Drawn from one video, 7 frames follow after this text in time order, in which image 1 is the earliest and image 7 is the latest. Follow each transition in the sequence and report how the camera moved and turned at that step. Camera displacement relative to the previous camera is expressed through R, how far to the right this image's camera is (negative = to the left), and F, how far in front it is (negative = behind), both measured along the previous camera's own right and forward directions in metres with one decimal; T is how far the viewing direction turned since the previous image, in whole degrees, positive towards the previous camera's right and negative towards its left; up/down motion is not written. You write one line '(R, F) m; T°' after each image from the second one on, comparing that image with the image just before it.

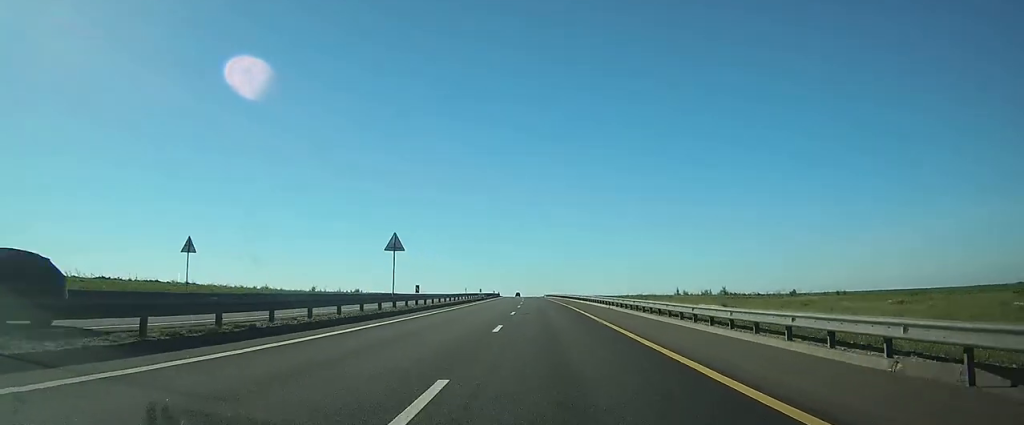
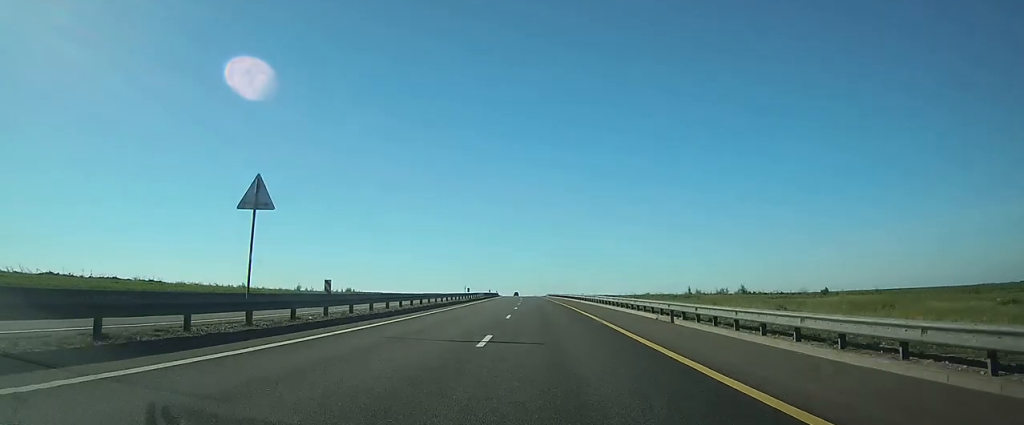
(-0.1, +16.5) m; 0°
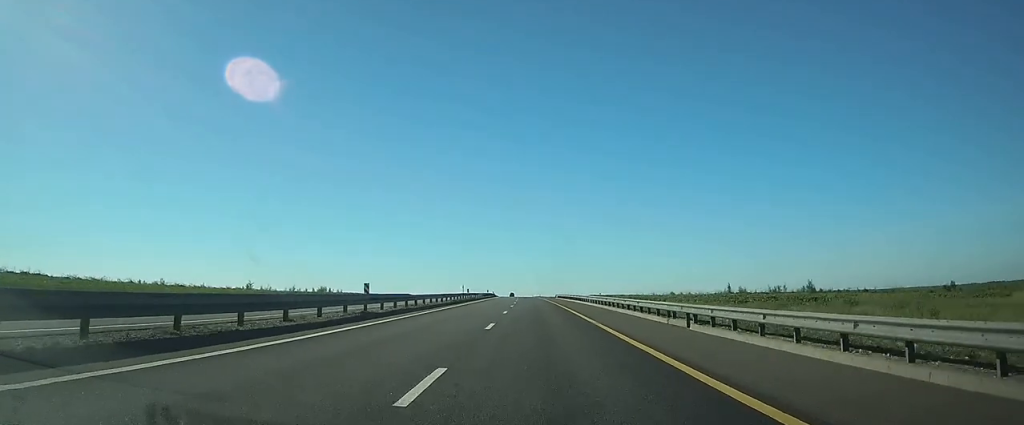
(-0.2, +42.5) m; 0°
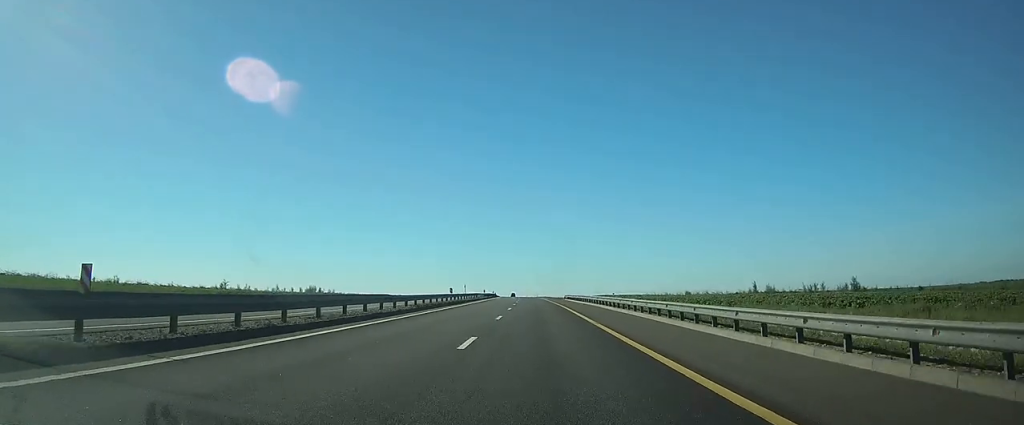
(0.0, +18.2) m; 0°
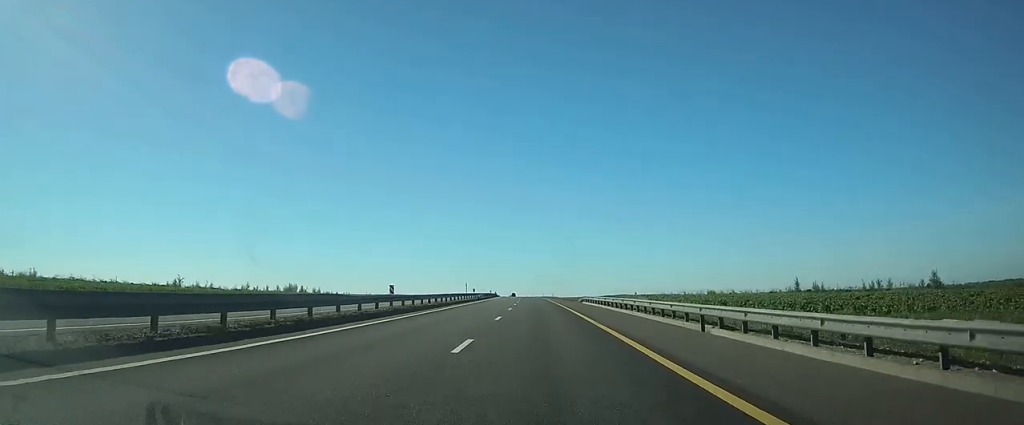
(0.0, +24.8) m; -1°
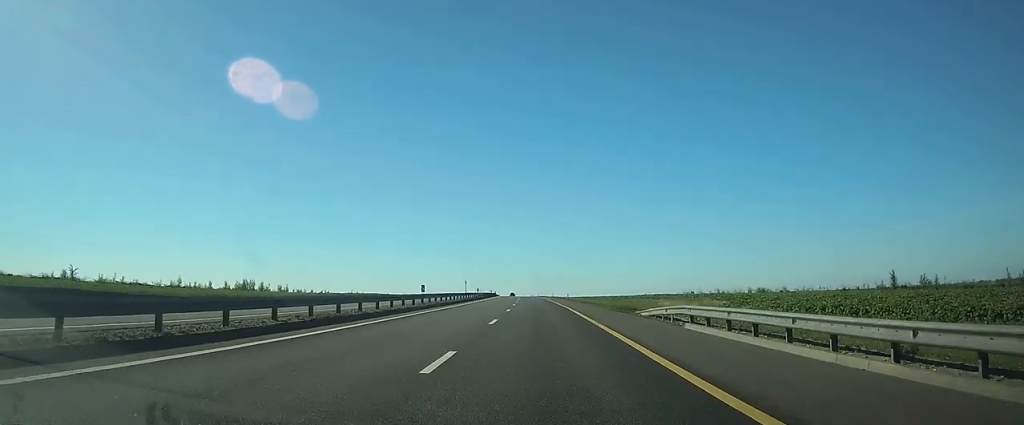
(-0.5, +38.8) m; -1°
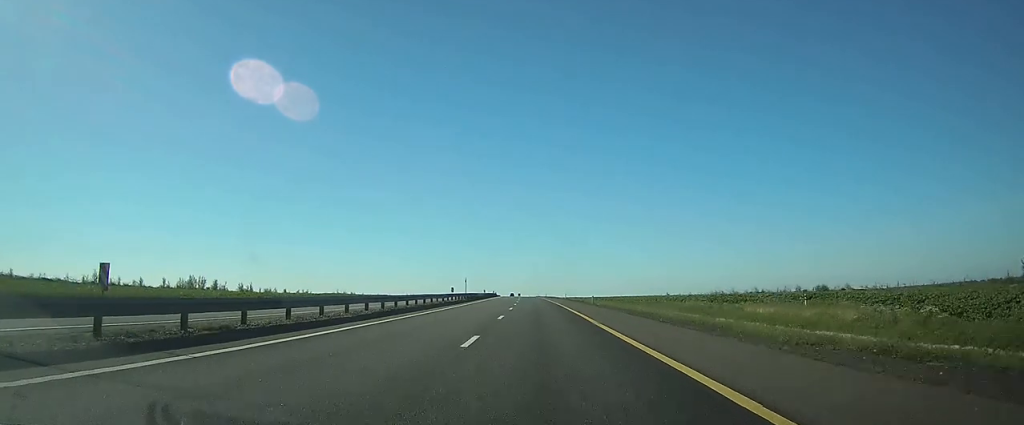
(-0.3, +32.0) m; -1°
